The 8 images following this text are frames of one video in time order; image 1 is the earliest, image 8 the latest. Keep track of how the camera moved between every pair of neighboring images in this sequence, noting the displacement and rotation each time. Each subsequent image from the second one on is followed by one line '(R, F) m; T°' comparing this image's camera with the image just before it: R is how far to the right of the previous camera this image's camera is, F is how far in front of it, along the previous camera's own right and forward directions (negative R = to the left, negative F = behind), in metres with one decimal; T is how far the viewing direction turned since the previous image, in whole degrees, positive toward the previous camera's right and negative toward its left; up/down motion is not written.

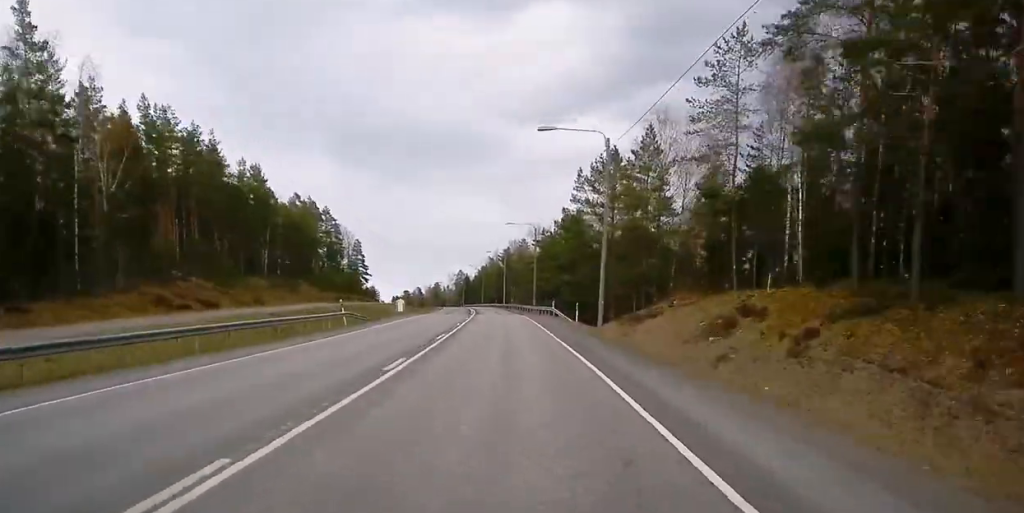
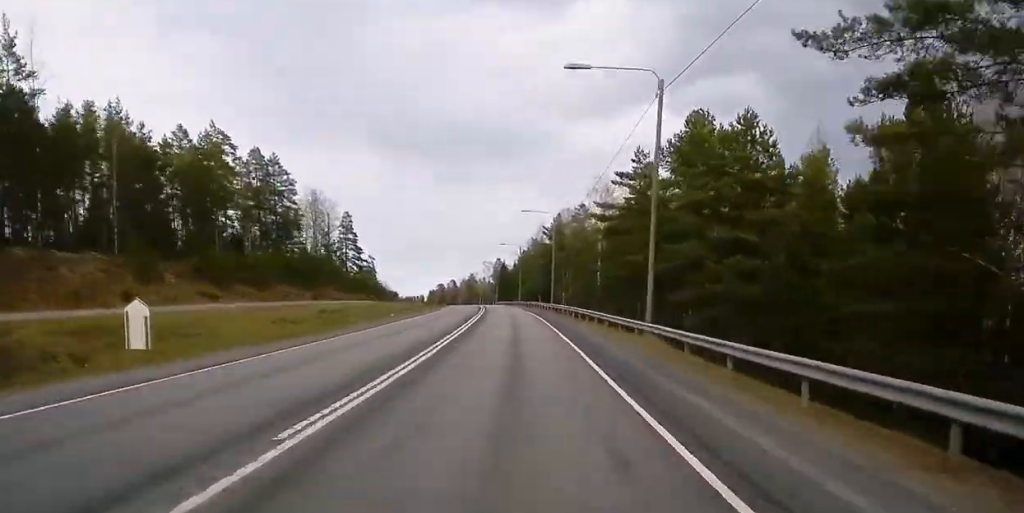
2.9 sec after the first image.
(+6.8, +51.5) m; +27°
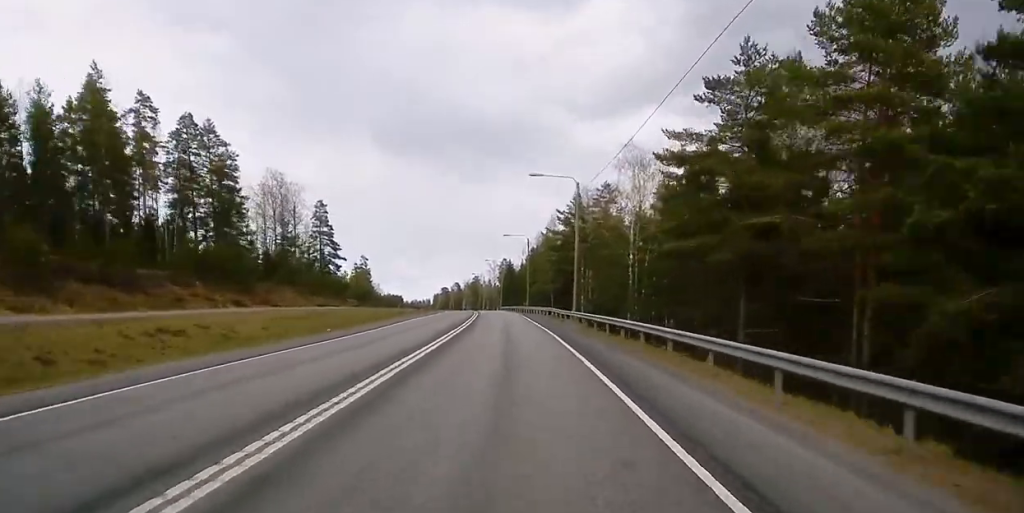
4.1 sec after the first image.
(+3.6, +20.2) m; +16°
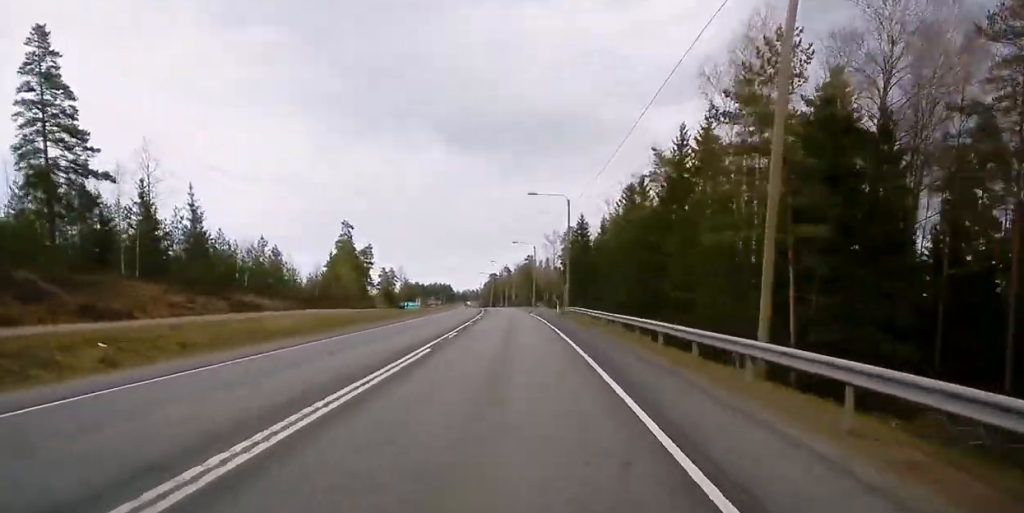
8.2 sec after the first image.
(-8.6, +85.8) m; -47°
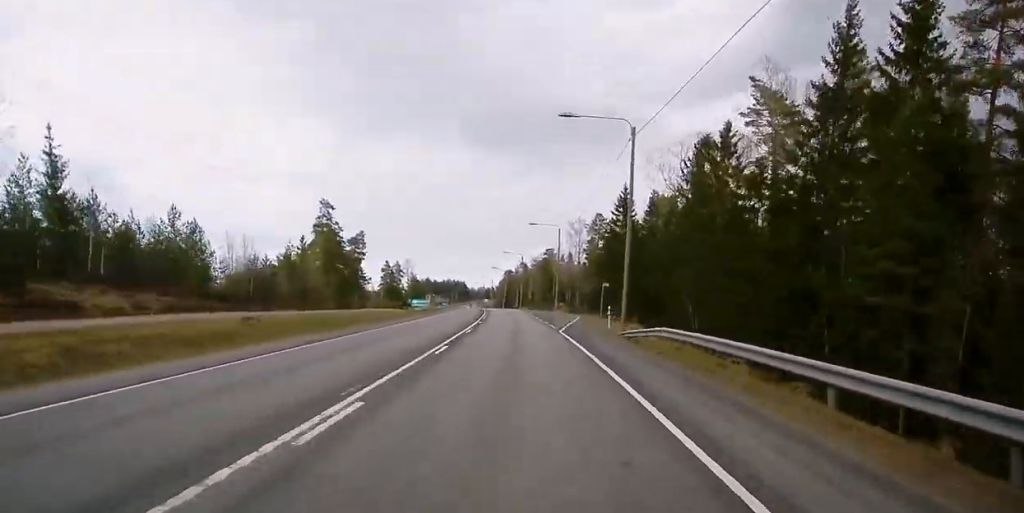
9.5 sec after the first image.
(-15.3, +39.1) m; -21°
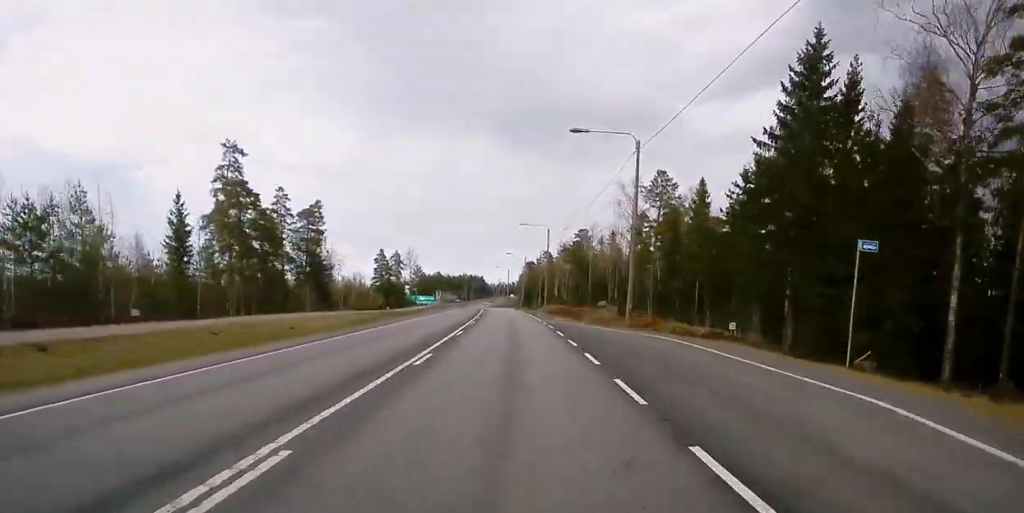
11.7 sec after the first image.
(-16.6, +79.5) m; -8°
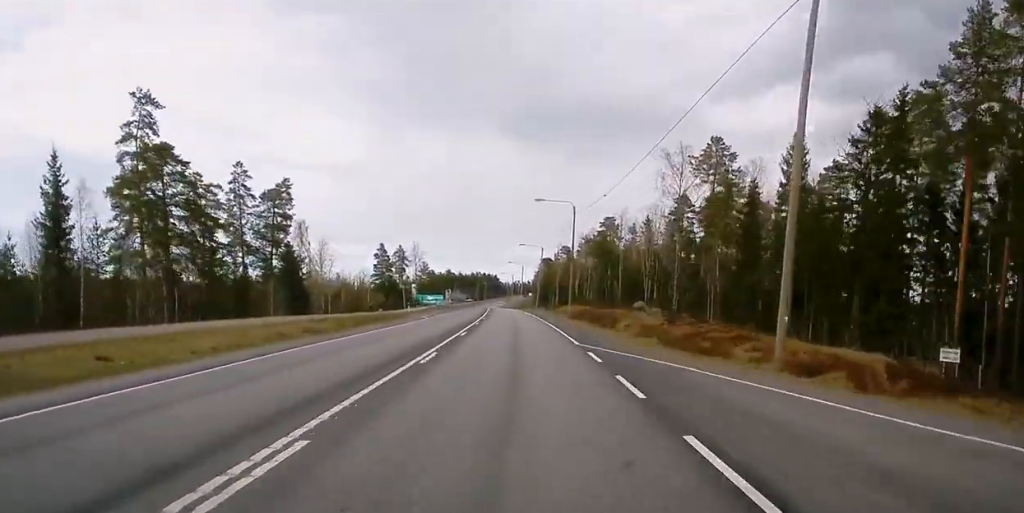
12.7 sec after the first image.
(+1.4, +35.5) m; +4°
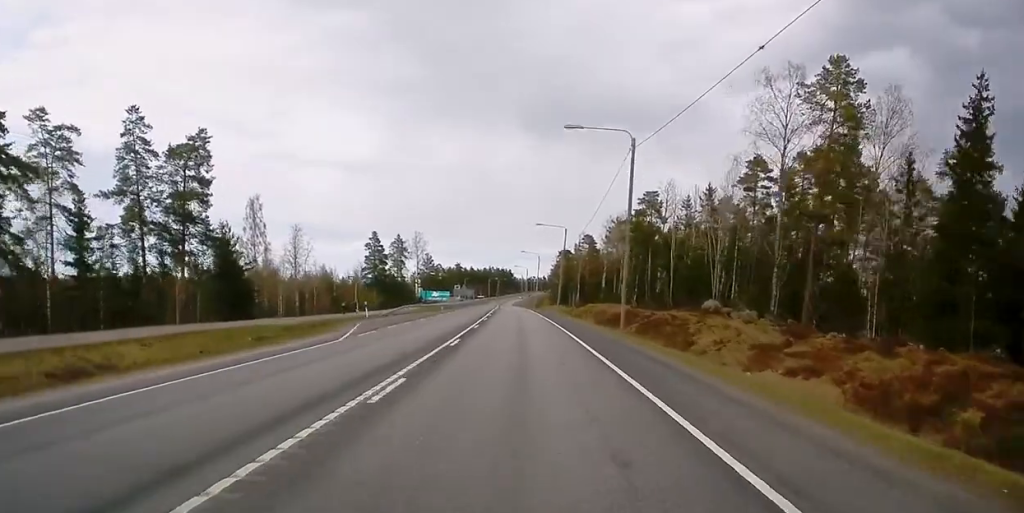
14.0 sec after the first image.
(+2.5, +43.0) m; +9°
